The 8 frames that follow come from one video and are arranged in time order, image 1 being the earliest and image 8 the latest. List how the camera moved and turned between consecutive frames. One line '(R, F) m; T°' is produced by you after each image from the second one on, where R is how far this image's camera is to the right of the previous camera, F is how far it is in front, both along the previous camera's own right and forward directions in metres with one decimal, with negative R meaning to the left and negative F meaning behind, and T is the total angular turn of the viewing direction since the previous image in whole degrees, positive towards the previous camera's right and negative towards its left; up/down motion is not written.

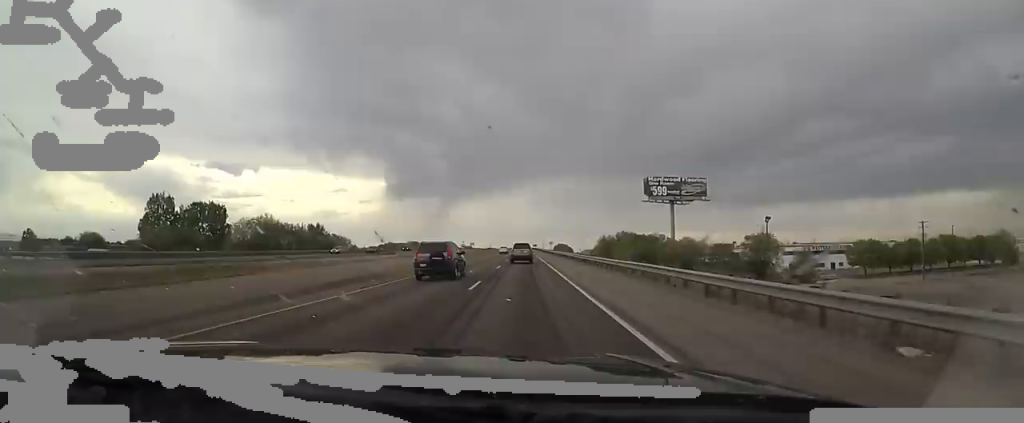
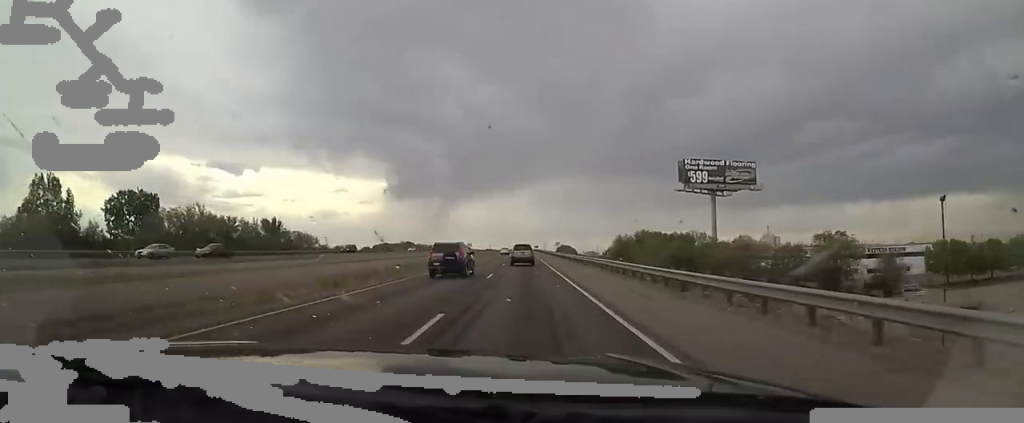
(+0.2, +23.7) m; +1°
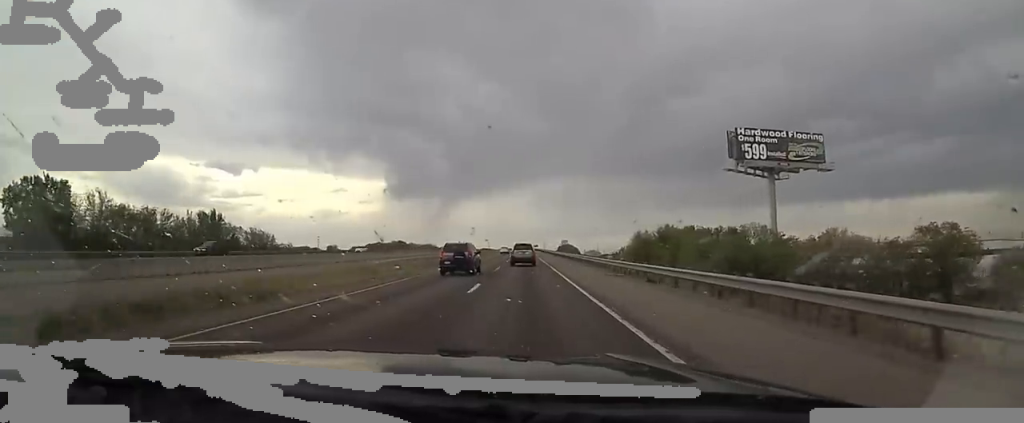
(+0.1, +21.2) m; 0°
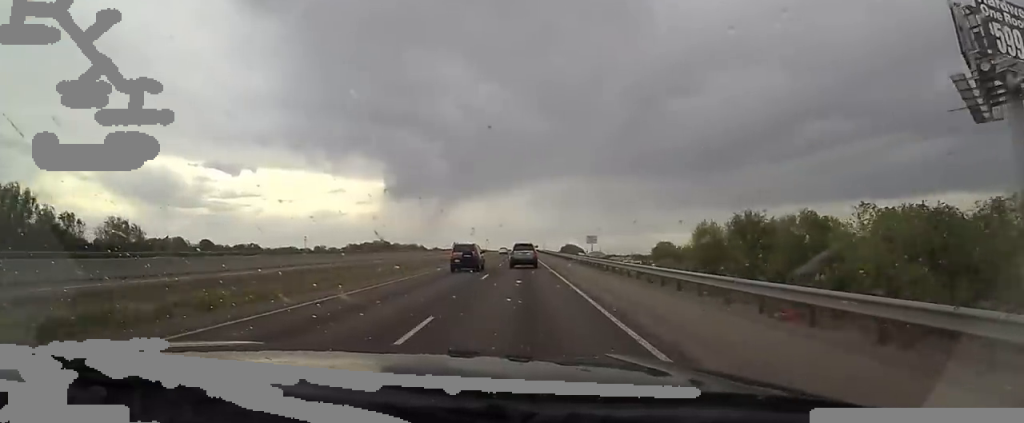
(-0.3, +37.5) m; 0°
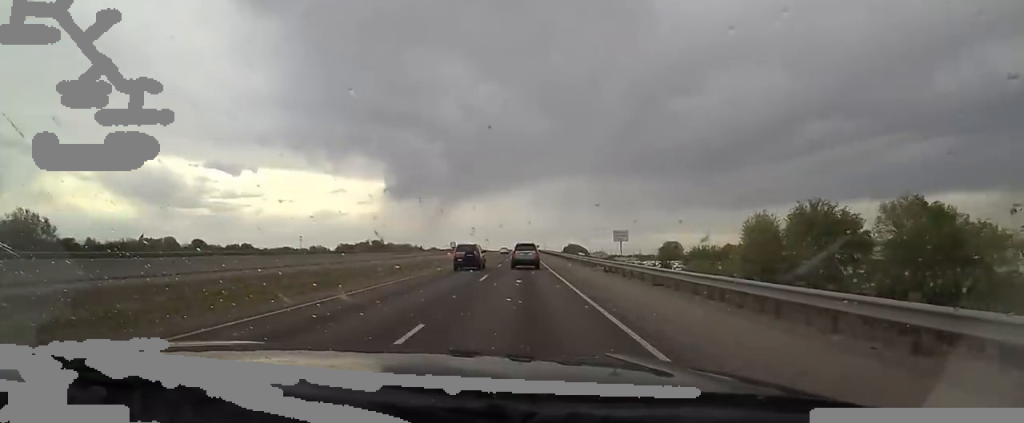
(0.0, +15.7) m; 0°
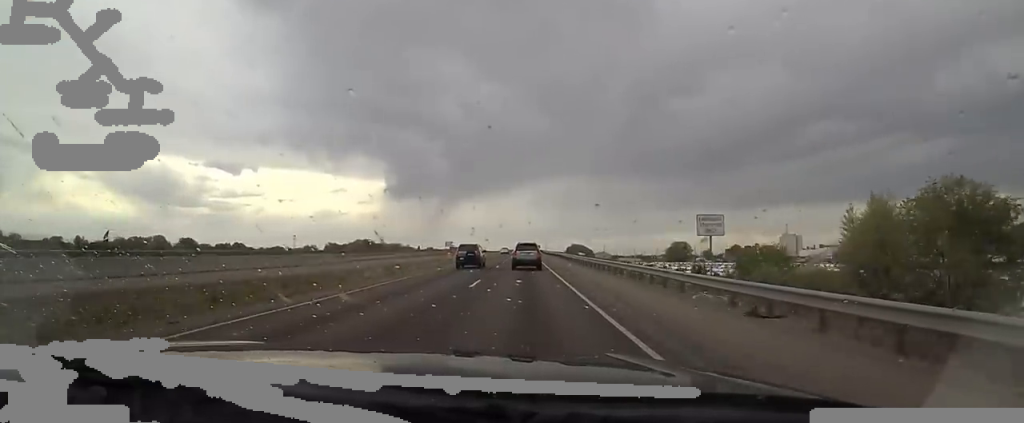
(-0.1, +18.6) m; 0°
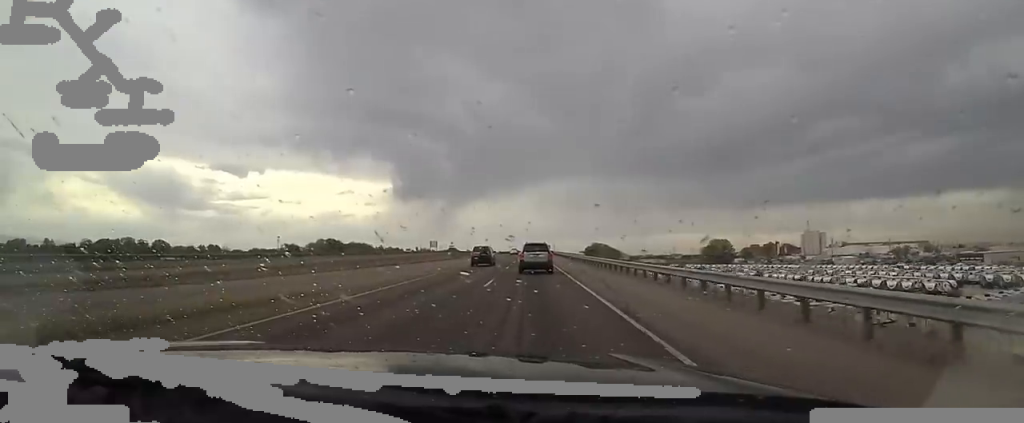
(+0.1, +59.5) m; 0°
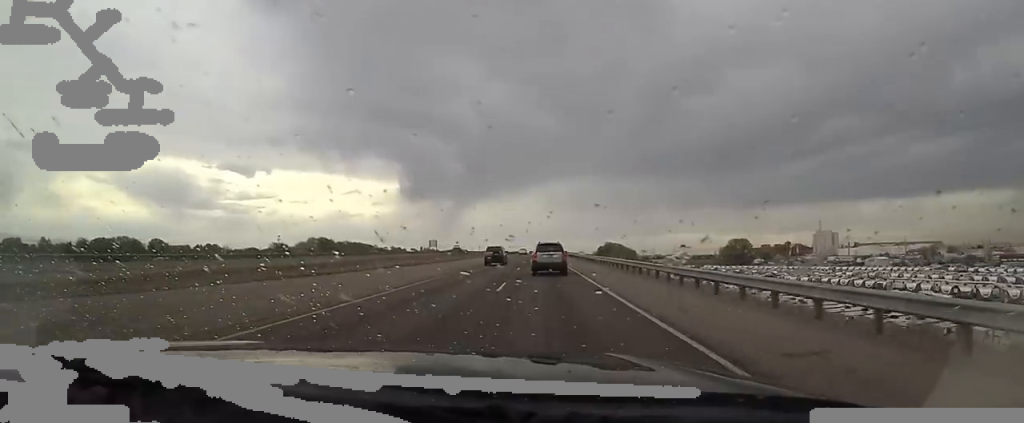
(0.0, +17.6) m; -2°
